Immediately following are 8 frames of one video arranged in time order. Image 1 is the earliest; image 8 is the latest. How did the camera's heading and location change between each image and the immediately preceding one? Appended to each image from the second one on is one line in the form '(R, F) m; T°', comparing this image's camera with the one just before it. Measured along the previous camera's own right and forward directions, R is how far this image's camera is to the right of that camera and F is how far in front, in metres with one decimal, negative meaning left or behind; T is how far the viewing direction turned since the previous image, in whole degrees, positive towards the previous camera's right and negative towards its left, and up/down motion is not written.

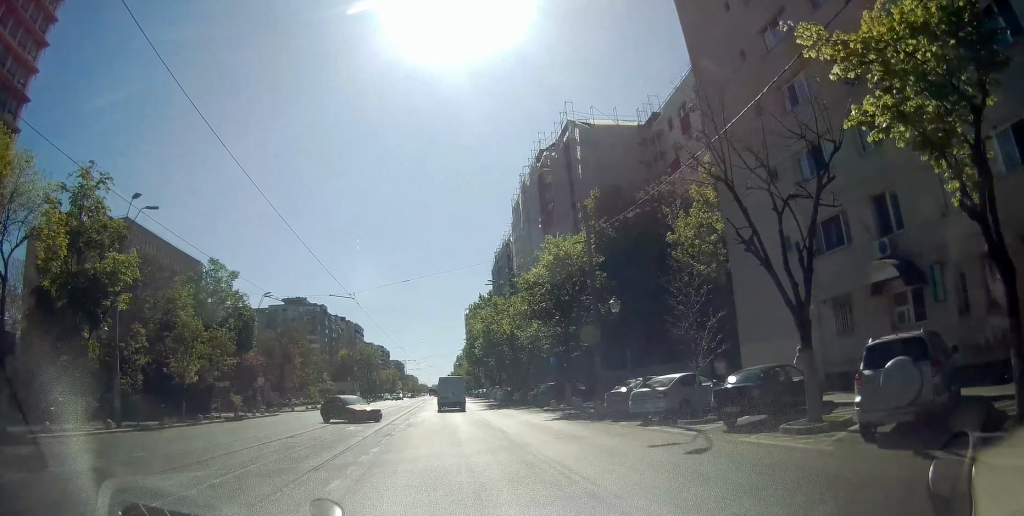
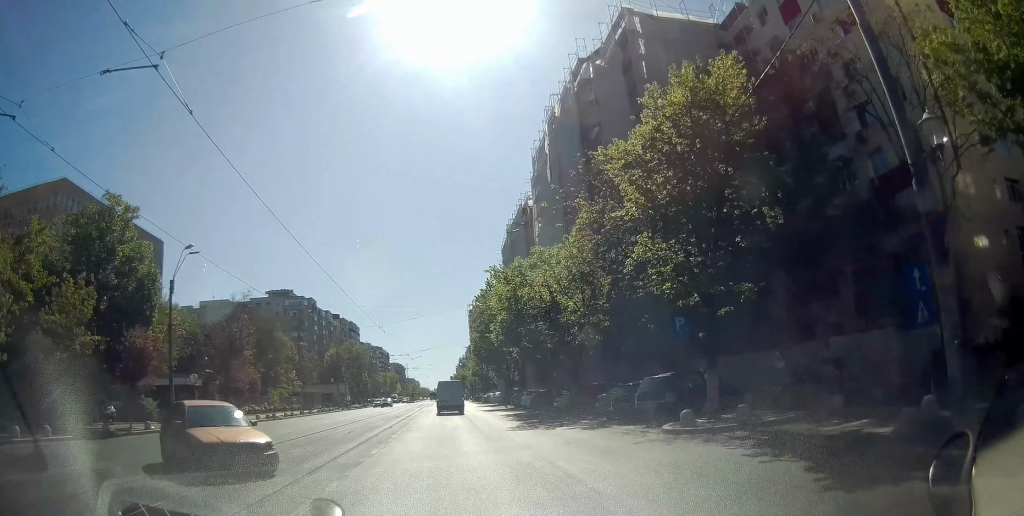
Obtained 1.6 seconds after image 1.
(-0.5, +19.5) m; -1°
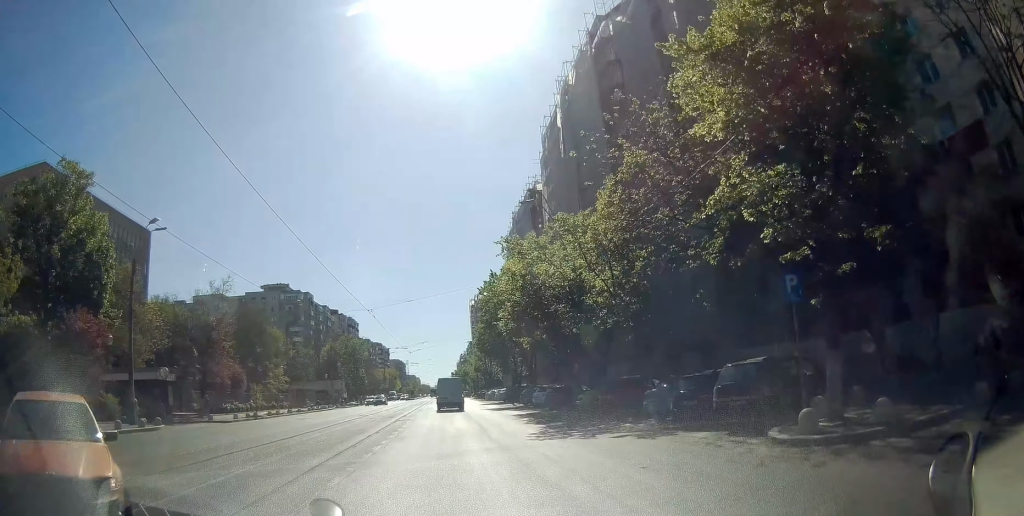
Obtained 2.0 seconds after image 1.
(0.0, +5.8) m; 0°
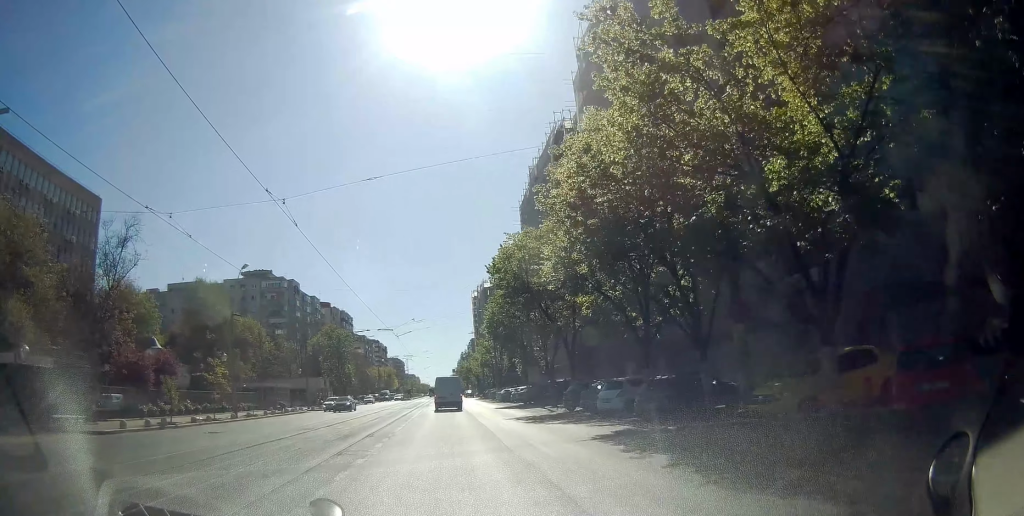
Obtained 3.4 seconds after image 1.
(0.0, +17.5) m; 0°
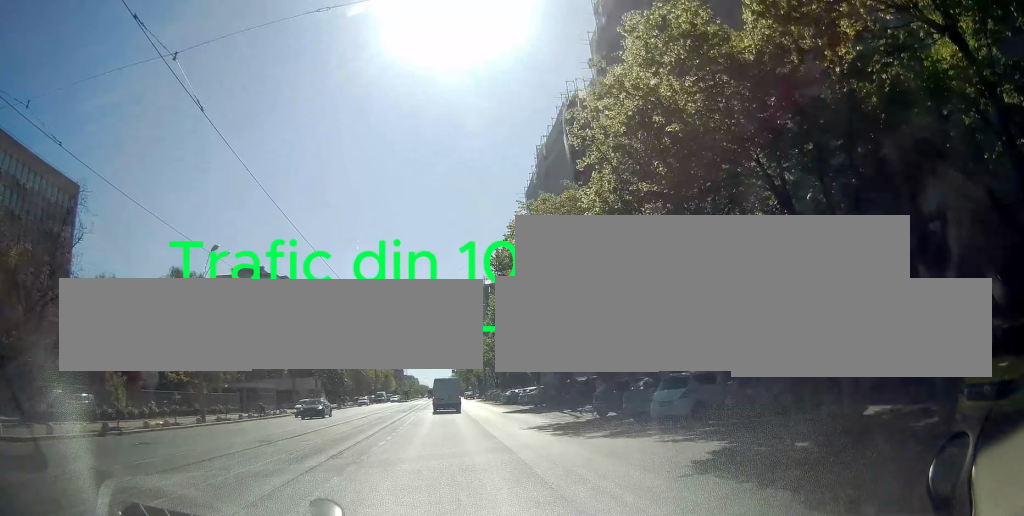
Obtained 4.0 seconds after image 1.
(0.0, +6.6) m; 0°
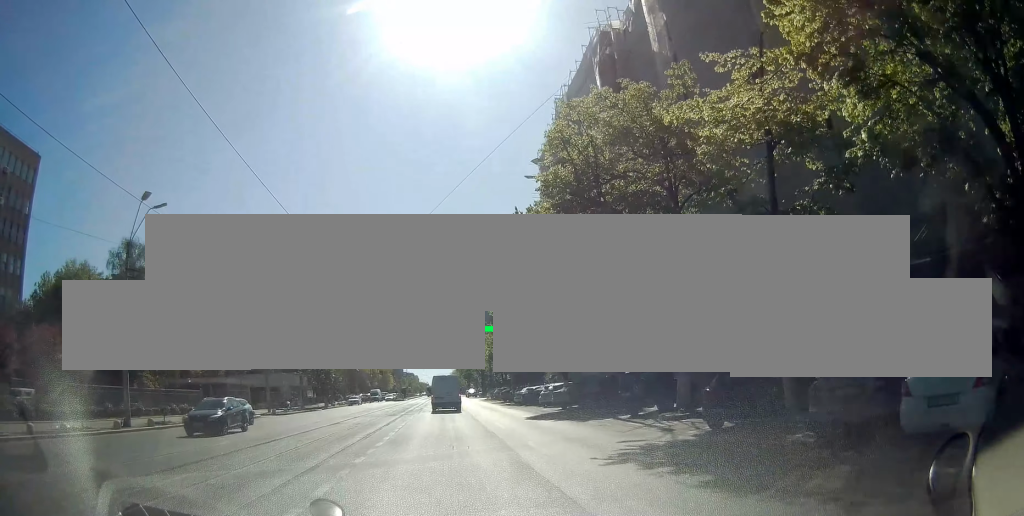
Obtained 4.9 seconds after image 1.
(+0.1, +10.9) m; +1°
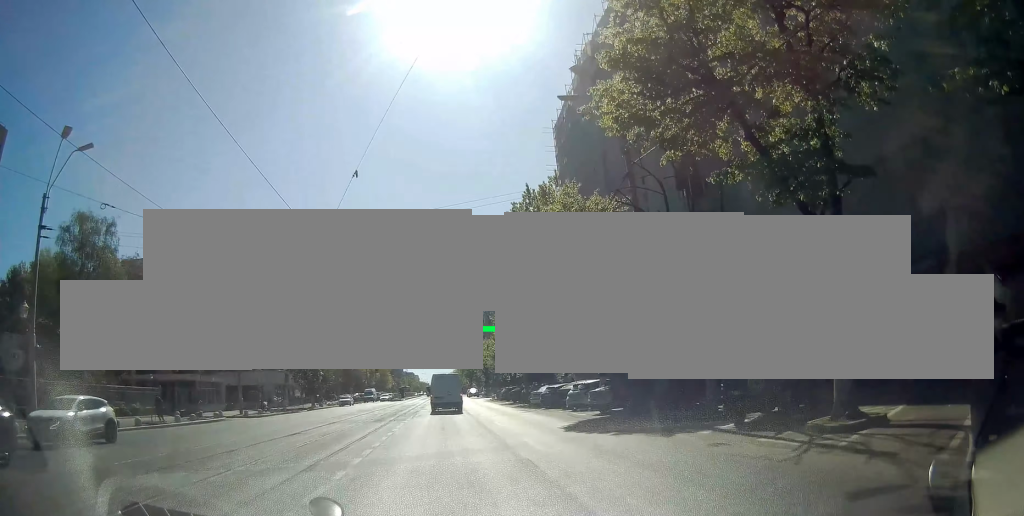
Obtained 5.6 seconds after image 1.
(+0.1, +8.8) m; 0°
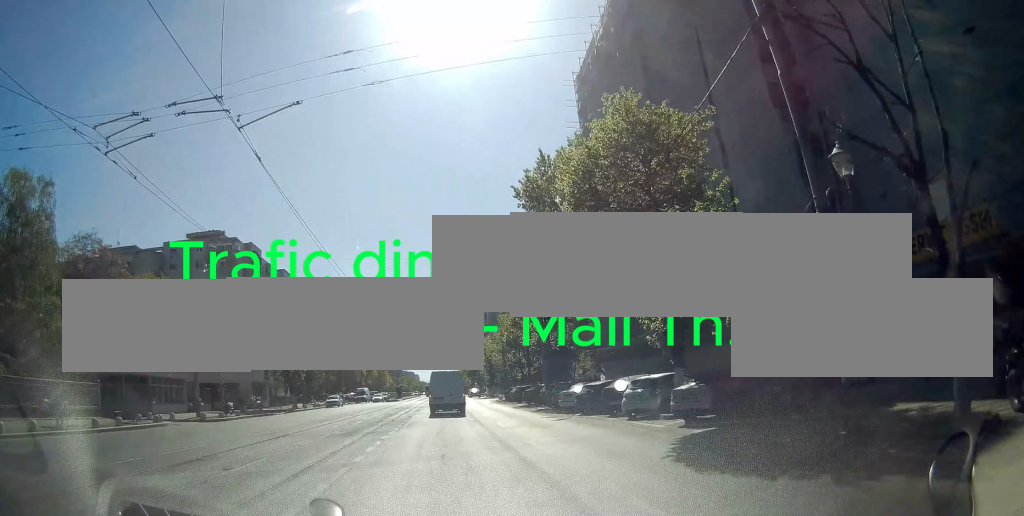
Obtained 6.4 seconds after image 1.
(0.0, +9.8) m; -1°
